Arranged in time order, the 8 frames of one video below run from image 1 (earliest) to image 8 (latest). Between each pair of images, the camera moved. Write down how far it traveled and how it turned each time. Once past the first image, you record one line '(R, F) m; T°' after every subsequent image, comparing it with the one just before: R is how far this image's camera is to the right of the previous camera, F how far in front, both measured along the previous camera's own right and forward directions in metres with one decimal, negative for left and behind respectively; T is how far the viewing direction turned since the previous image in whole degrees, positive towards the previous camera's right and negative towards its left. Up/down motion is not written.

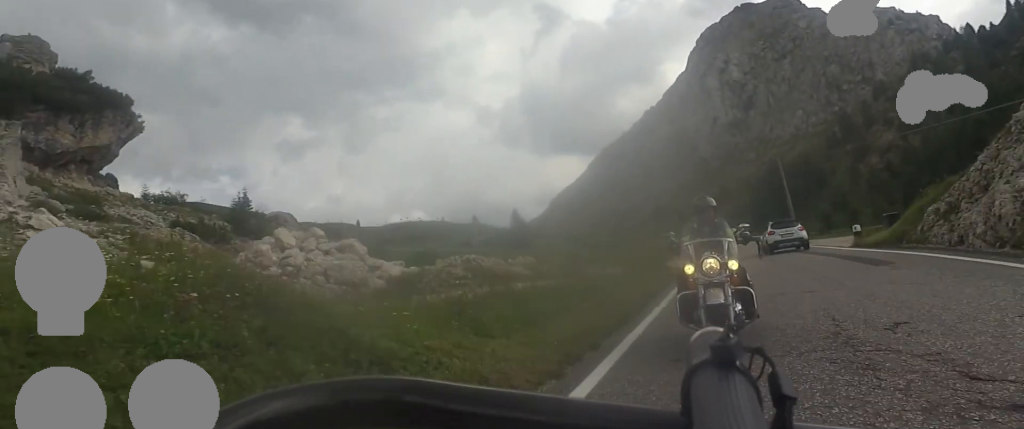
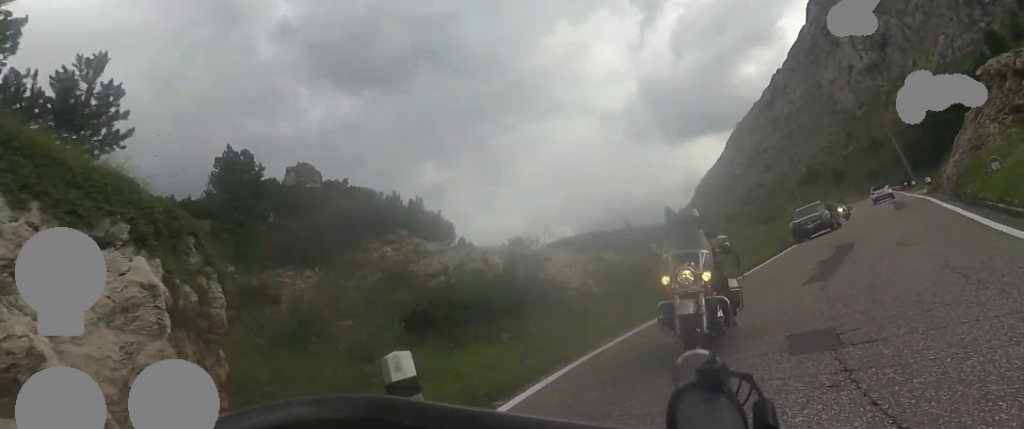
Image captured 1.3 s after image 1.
(-0.8, +16.5) m; -13°
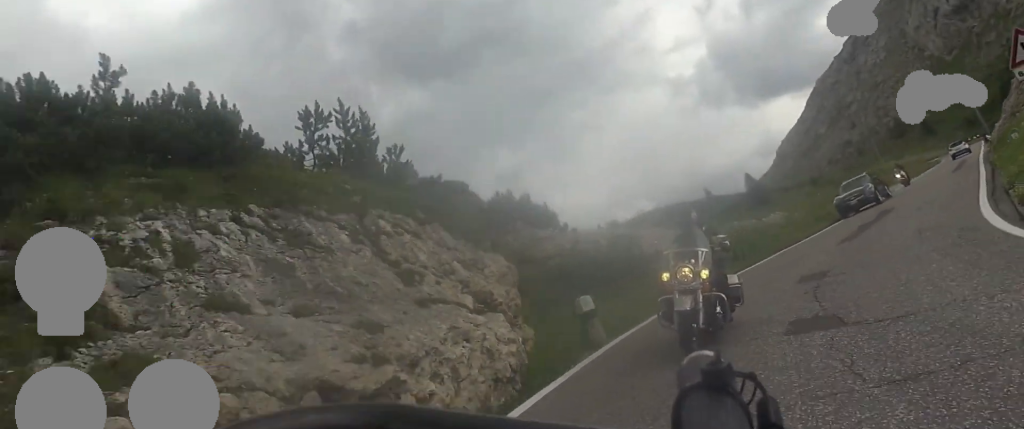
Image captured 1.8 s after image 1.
(-0.2, +5.4) m; -7°
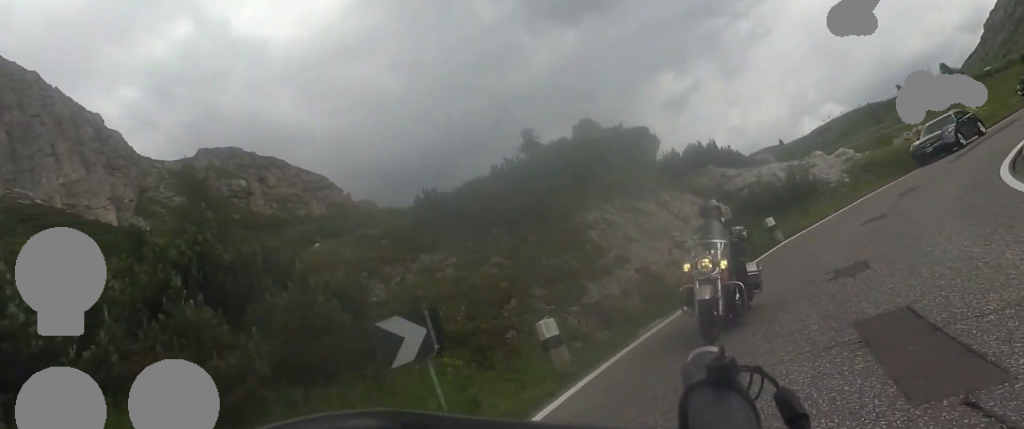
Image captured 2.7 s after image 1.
(-0.9, +9.8) m; -15°
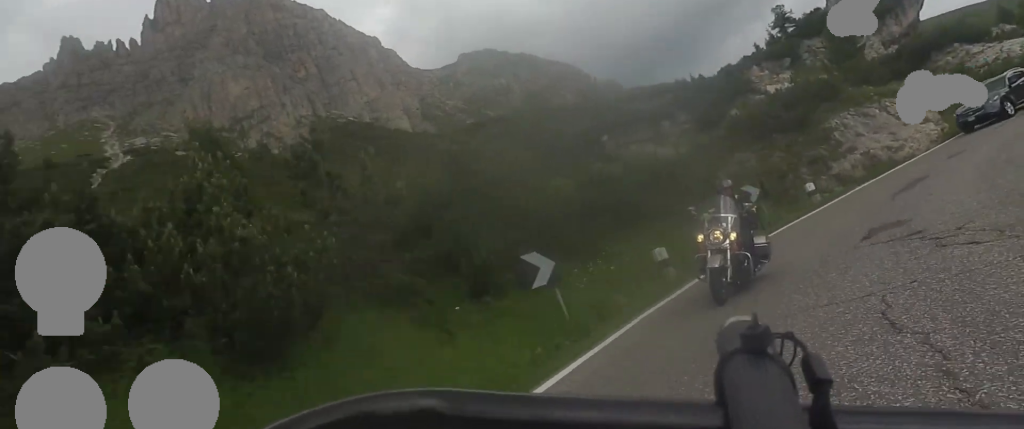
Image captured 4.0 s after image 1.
(-3.4, +12.9) m; -25°
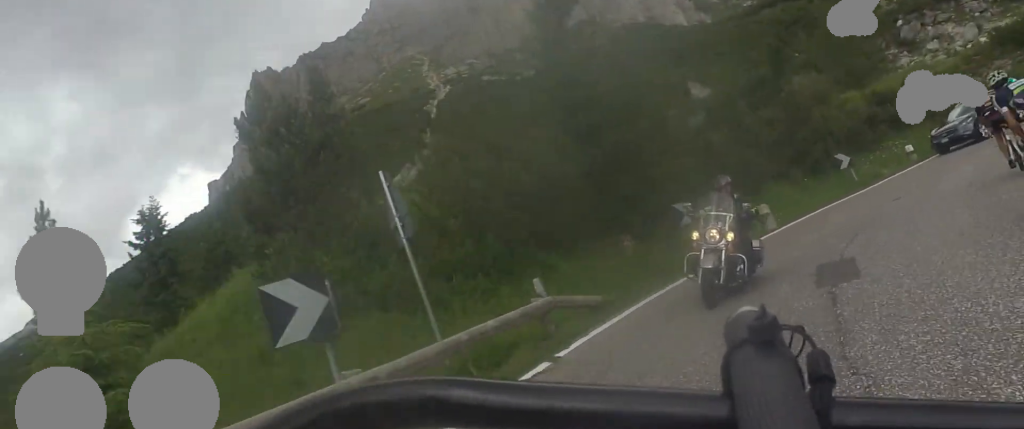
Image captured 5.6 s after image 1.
(-4.1, +16.7) m; -33°
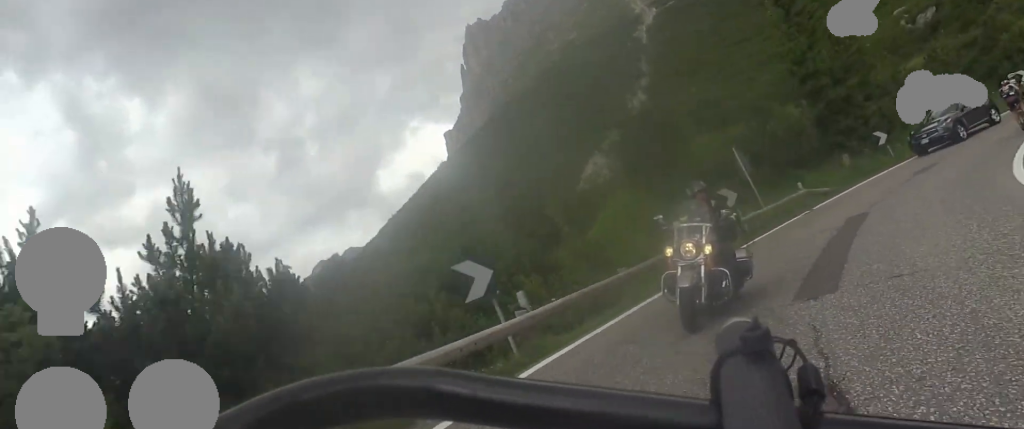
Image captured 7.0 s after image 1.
(-2.9, +14.7) m; -17°
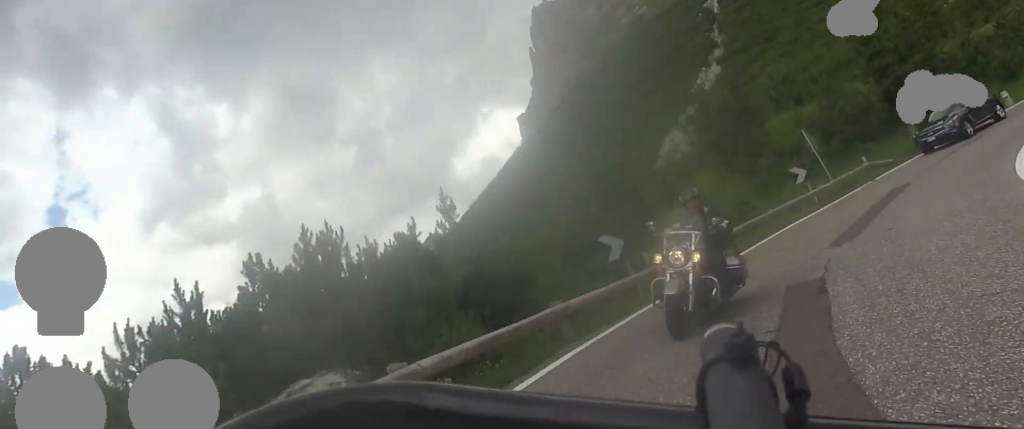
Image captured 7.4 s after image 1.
(+0.6, +4.7) m; -7°
